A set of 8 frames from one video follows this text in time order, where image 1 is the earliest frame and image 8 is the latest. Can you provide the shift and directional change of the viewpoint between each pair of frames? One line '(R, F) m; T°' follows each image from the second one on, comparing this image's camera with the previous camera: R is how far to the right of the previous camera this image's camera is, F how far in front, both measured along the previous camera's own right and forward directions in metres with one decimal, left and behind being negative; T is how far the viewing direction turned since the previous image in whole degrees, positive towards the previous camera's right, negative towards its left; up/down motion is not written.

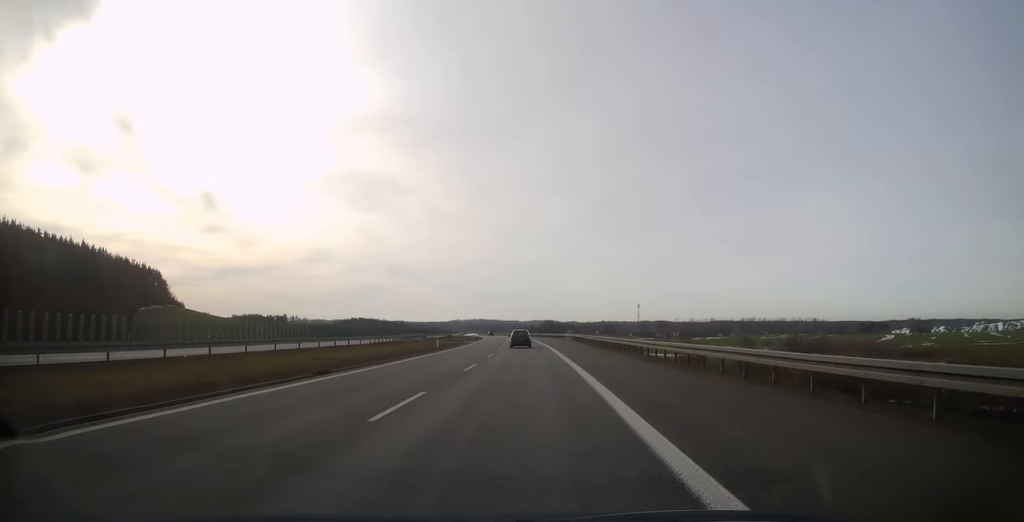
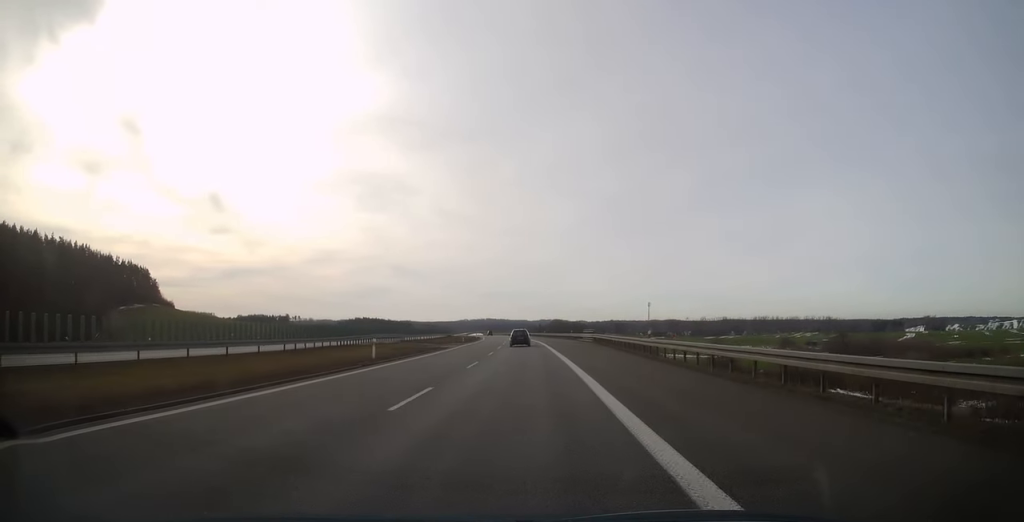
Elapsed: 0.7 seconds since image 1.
(-0.2, +22.0) m; -1°
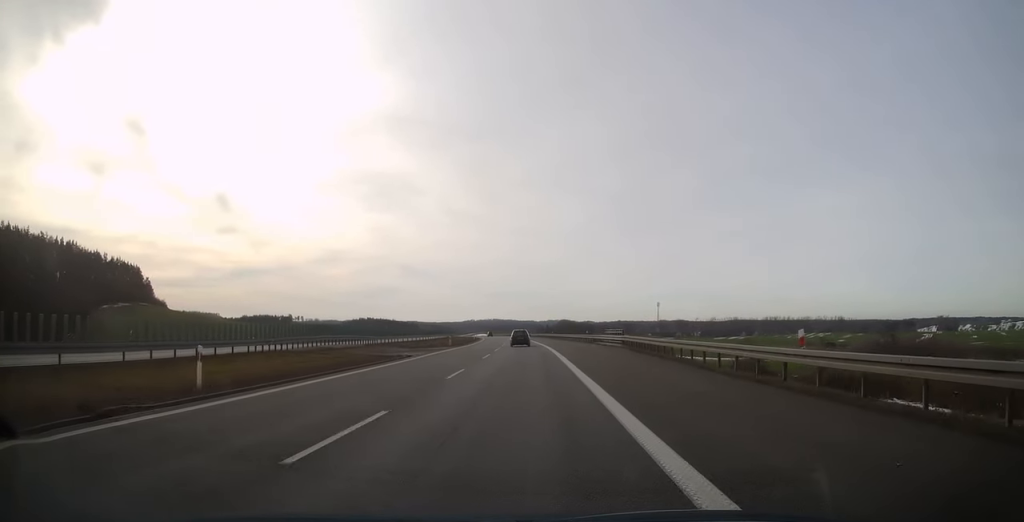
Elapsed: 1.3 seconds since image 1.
(-0.1, +16.9) m; 0°
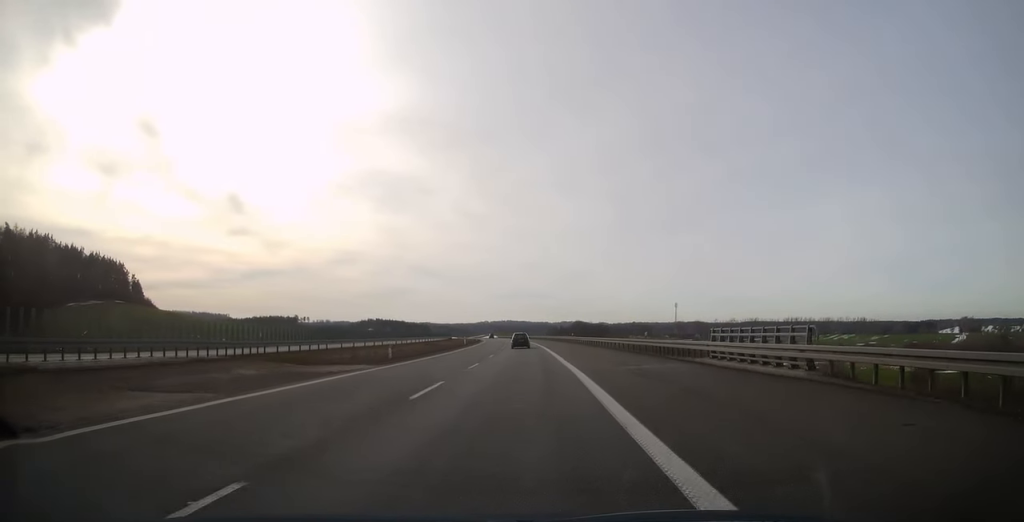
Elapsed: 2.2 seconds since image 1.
(0.0, +29.7) m; -1°
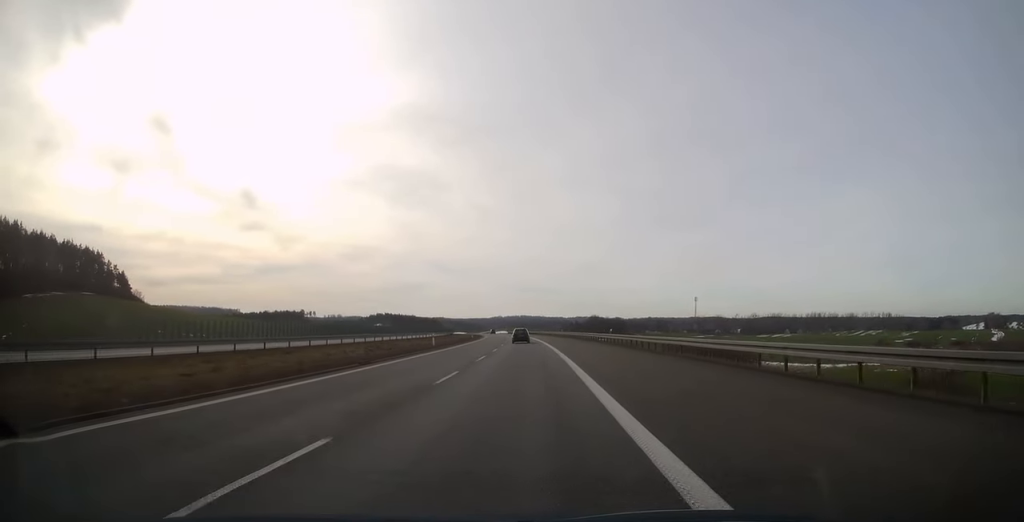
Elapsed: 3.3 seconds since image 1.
(-0.4, +32.2) m; -2°
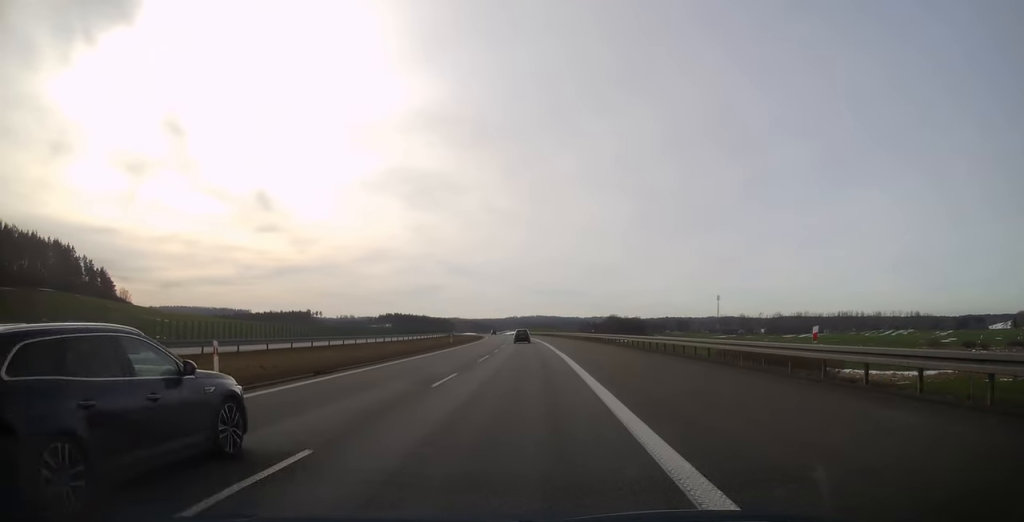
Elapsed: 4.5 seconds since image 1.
(-0.7, +35.9) m; -2°
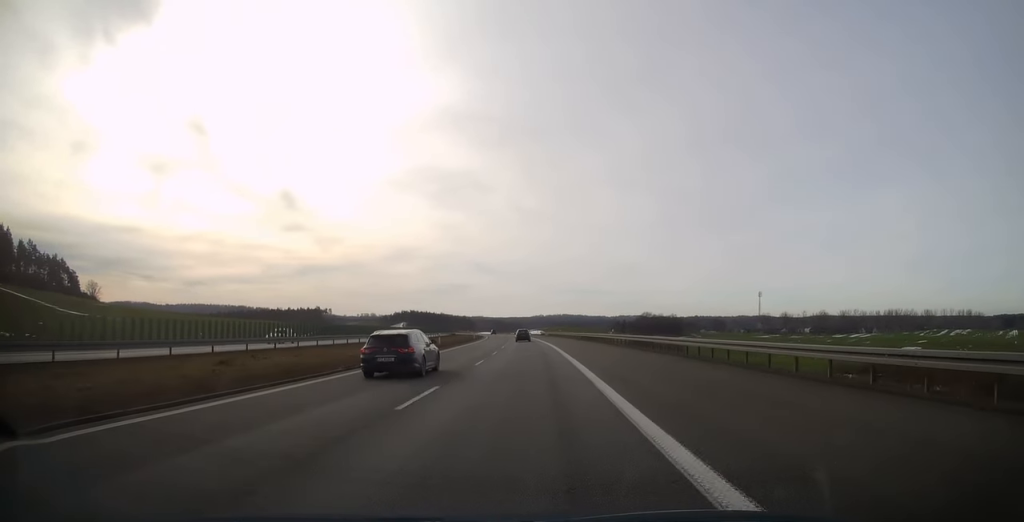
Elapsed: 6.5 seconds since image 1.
(-1.3, +63.6) m; -2°
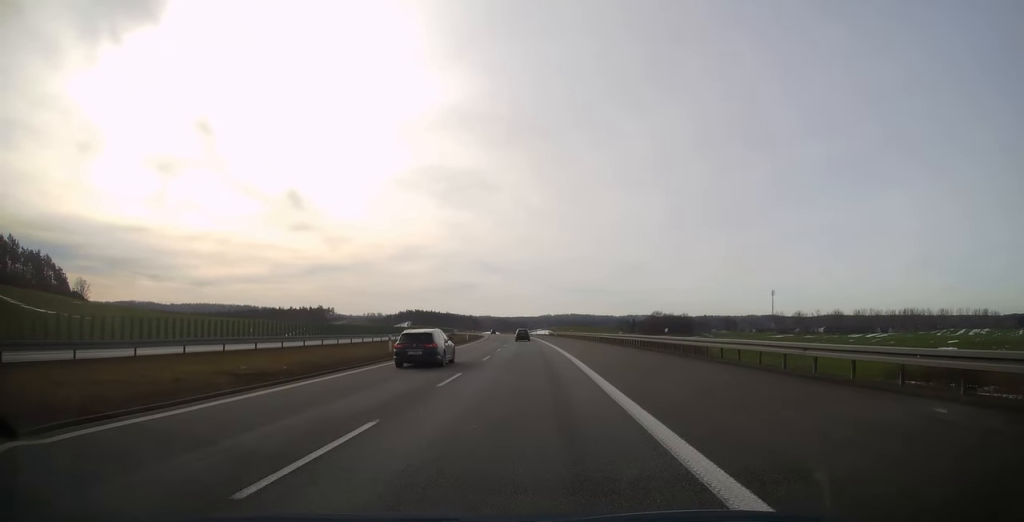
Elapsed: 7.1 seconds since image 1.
(+0.1, +18.9) m; -1°
